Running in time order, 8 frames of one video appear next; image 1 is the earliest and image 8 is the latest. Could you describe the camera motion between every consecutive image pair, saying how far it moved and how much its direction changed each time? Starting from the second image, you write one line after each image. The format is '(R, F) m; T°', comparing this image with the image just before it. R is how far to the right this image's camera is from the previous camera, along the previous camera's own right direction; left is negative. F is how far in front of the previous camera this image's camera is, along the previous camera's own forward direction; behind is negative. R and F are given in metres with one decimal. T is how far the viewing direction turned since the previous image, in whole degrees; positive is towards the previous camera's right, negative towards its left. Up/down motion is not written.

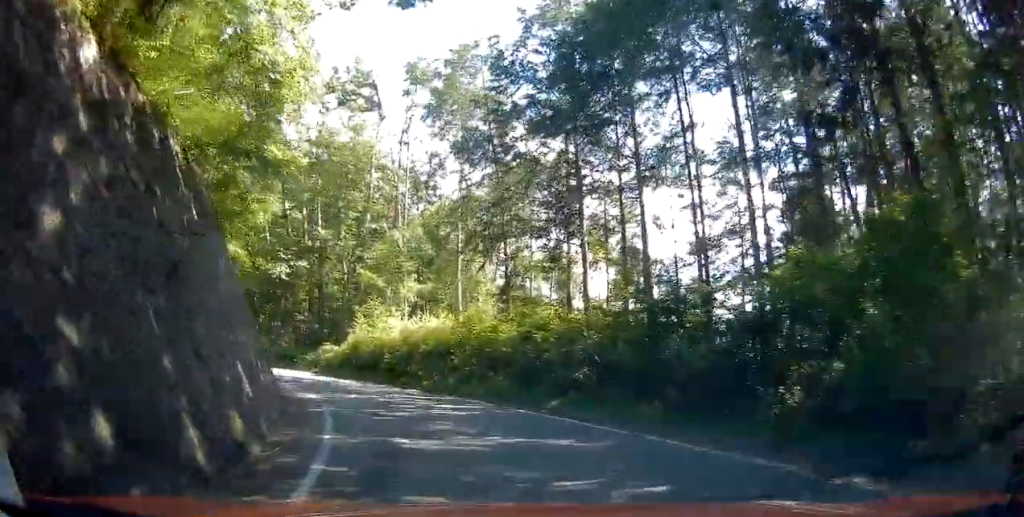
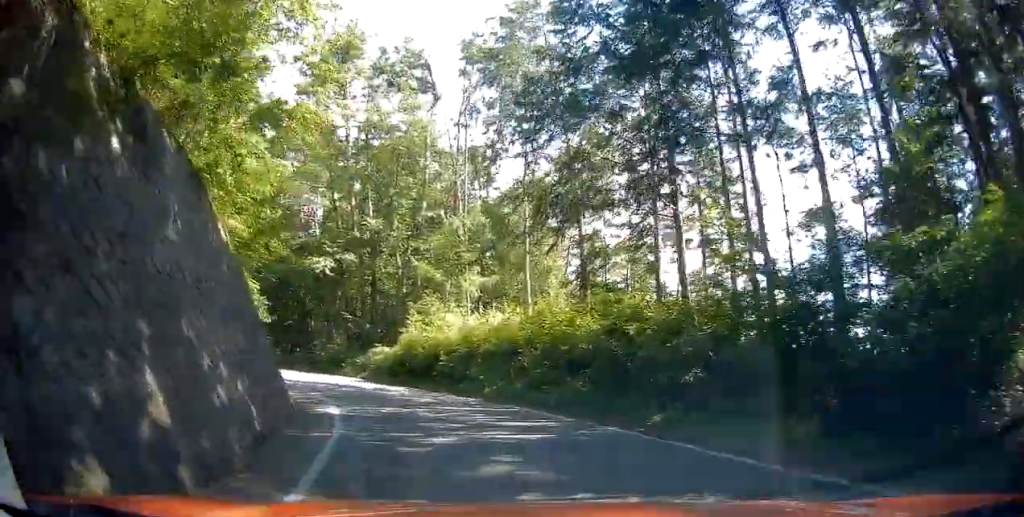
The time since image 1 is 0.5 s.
(-0.1, +4.8) m; -4°
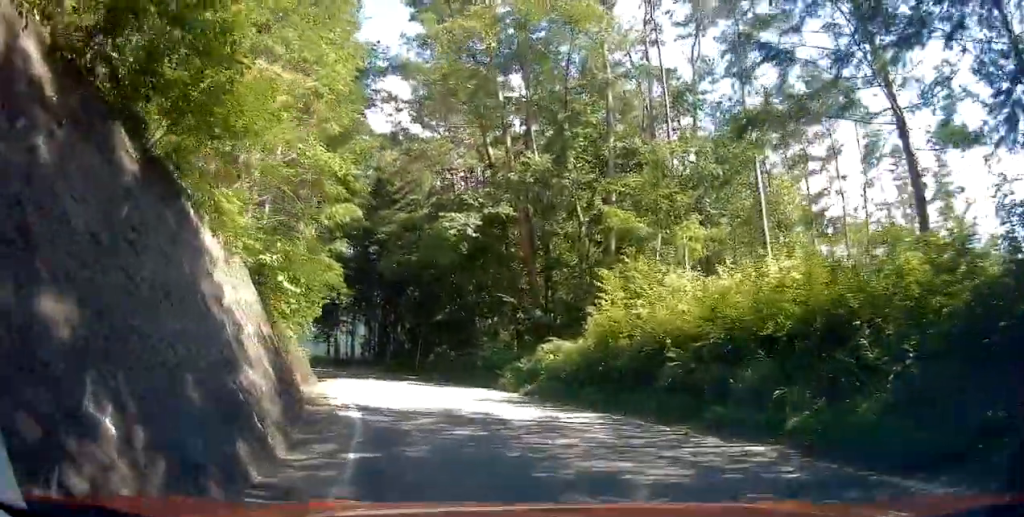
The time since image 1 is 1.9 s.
(-1.4, +13.1) m; -16°
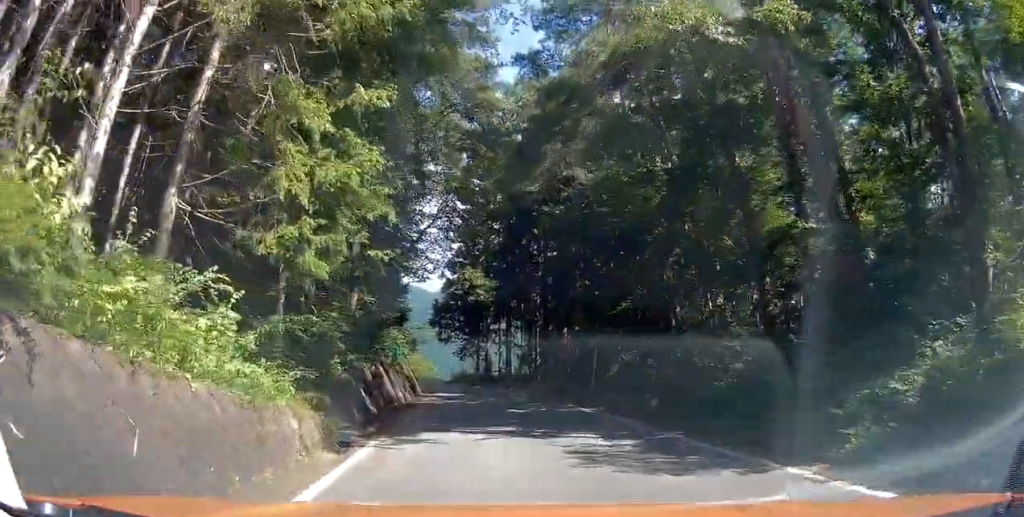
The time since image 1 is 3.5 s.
(-2.5, +14.1) m; -19°
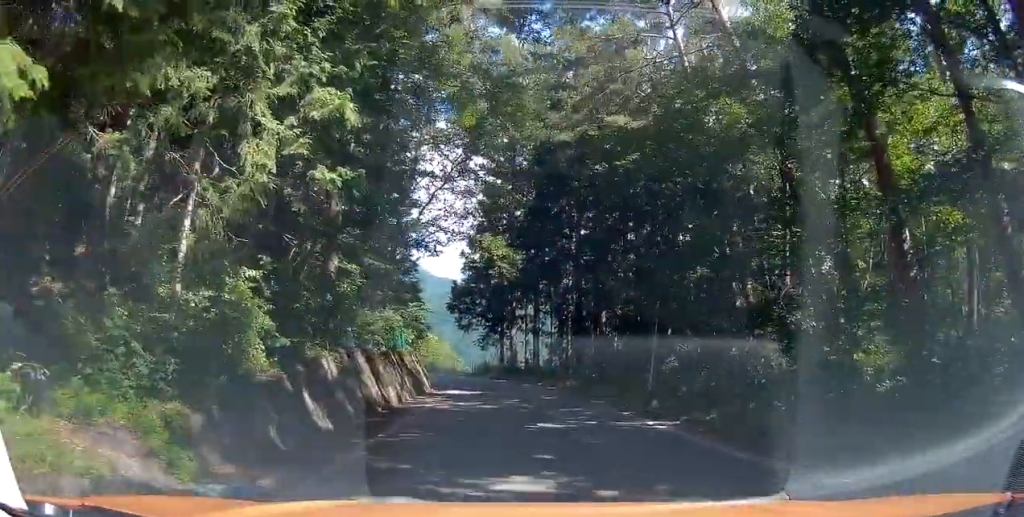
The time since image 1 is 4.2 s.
(-0.3, +5.8) m; -8°
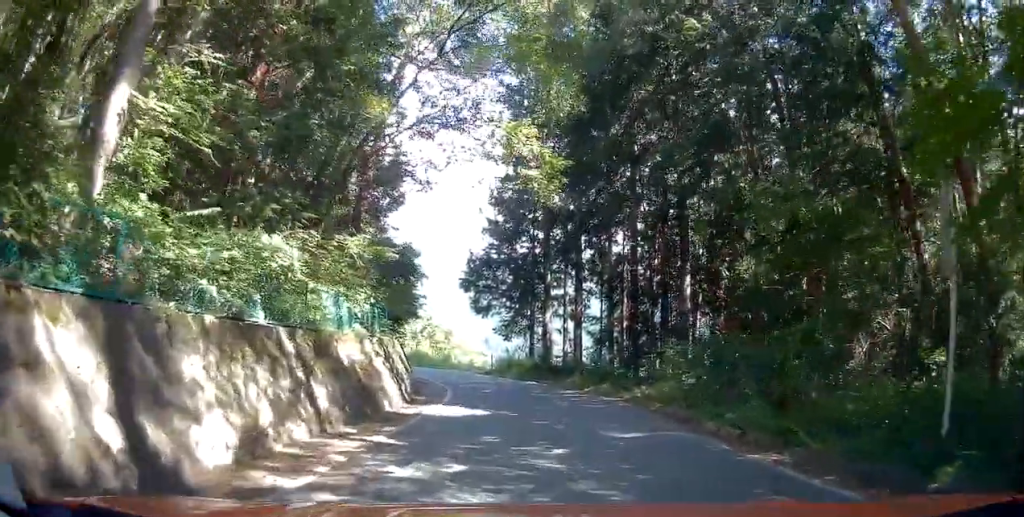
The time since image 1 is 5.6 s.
(-1.1, +12.2) m; -6°
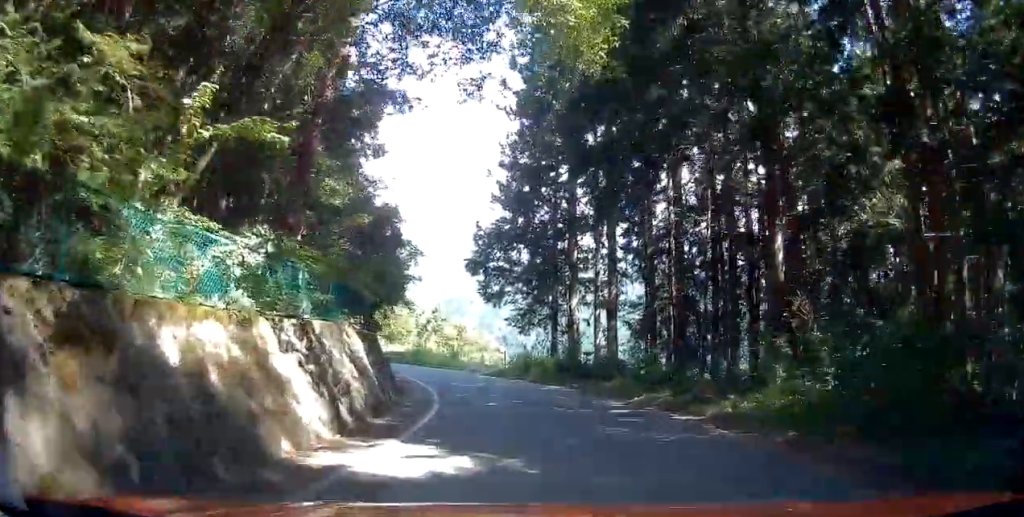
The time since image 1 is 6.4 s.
(-0.1, +7.1) m; -1°
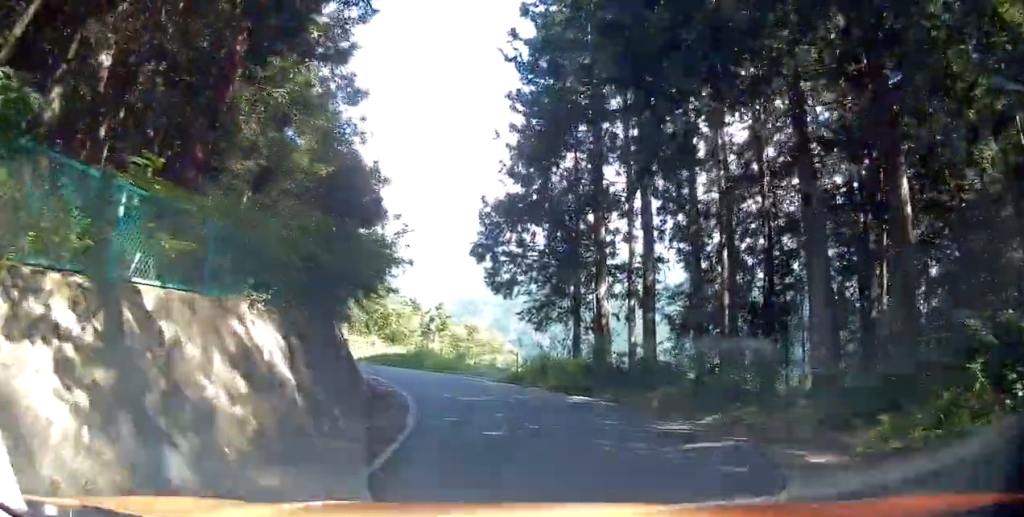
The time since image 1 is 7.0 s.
(+0.3, +5.3) m; -3°
